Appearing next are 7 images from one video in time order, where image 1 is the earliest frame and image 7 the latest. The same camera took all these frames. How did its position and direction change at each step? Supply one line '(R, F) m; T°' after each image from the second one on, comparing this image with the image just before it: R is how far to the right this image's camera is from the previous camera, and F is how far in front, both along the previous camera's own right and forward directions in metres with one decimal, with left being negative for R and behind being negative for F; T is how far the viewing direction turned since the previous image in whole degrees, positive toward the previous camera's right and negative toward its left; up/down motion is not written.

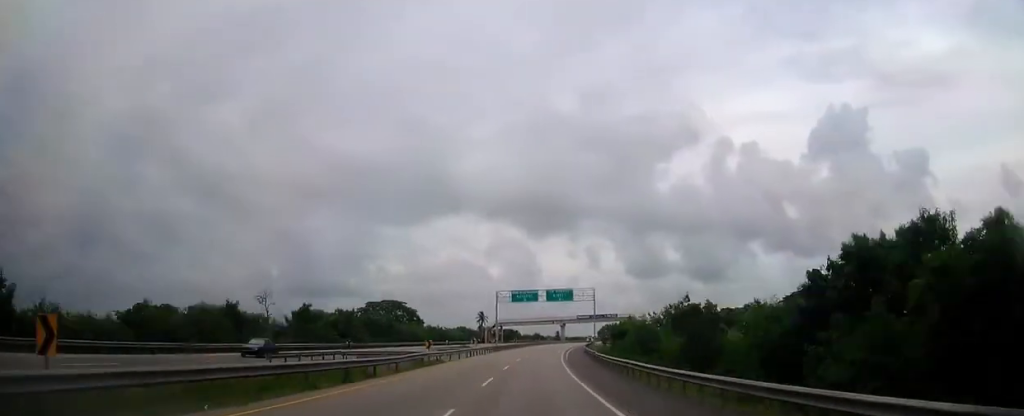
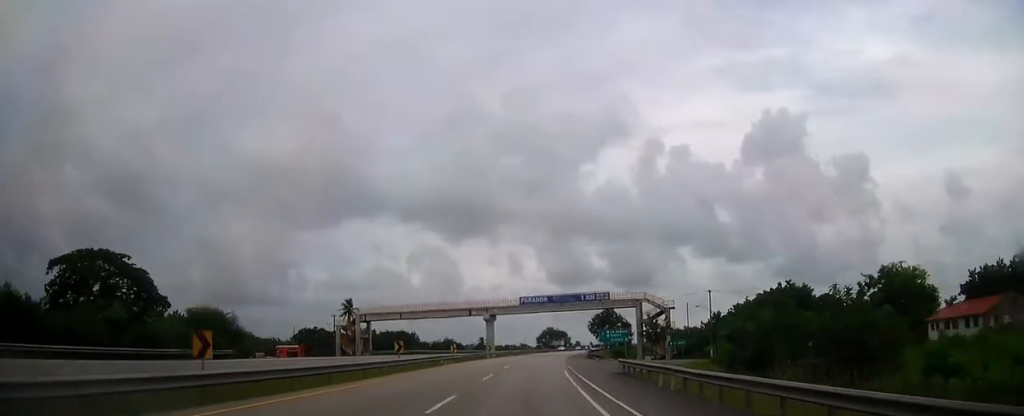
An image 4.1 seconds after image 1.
(+6.3, +104.9) m; +7°
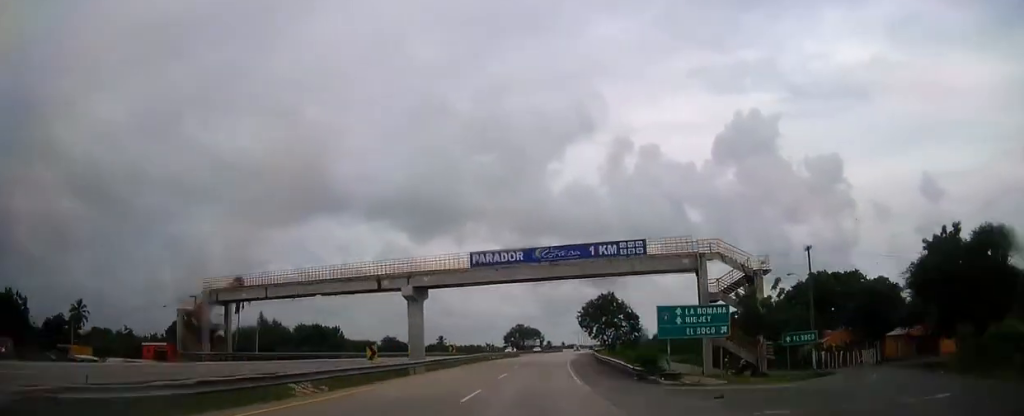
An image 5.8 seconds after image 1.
(+1.7, +43.6) m; +3°
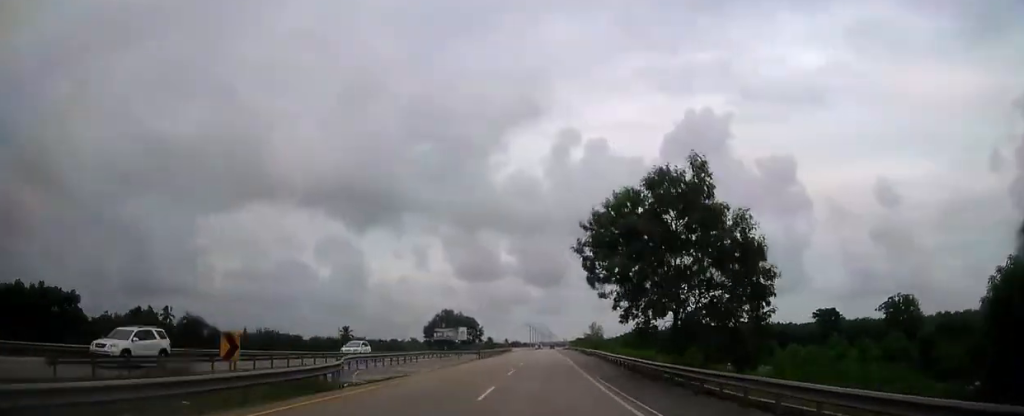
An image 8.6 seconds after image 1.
(+3.4, +72.8) m; +5°
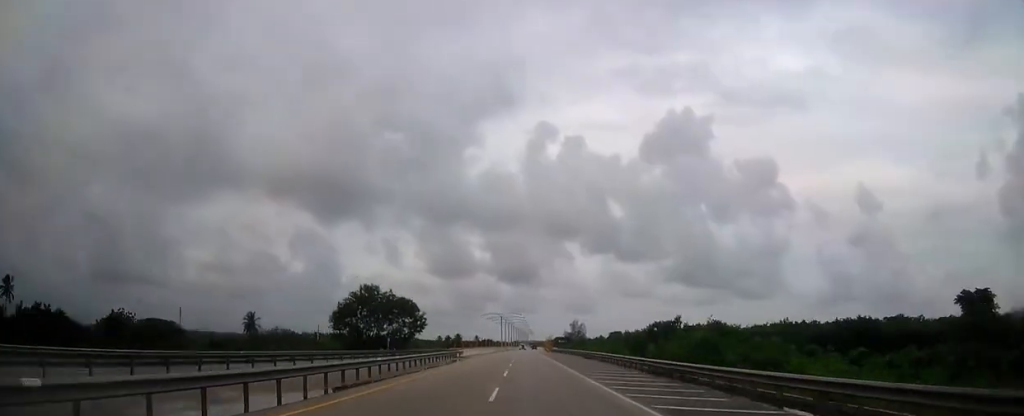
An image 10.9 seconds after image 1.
(+1.8, +60.1) m; +2°
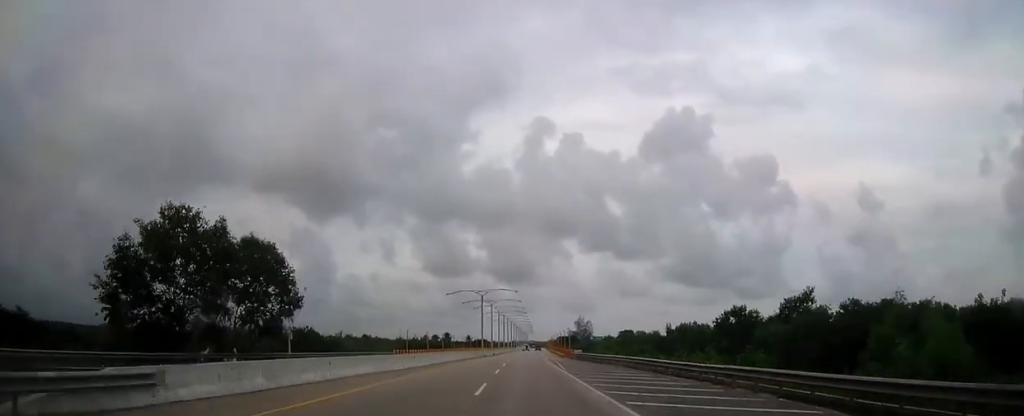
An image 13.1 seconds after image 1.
(+0.7, +58.2) m; +1°
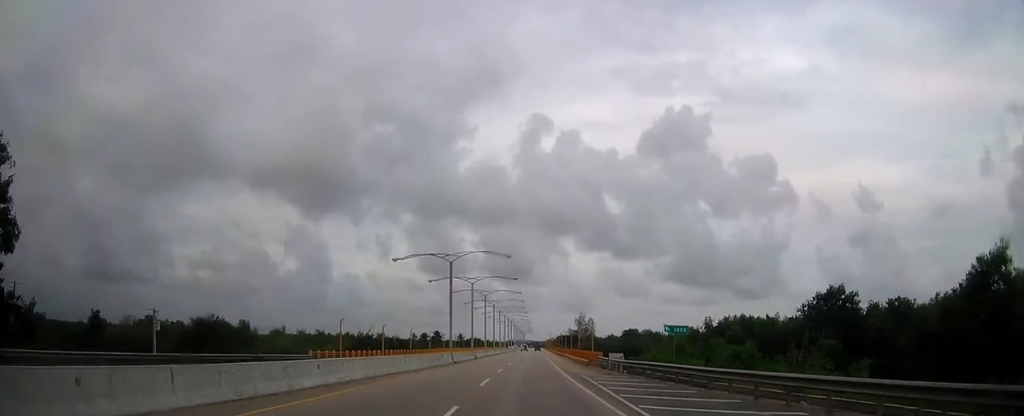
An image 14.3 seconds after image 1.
(+0.1, +31.9) m; 0°
